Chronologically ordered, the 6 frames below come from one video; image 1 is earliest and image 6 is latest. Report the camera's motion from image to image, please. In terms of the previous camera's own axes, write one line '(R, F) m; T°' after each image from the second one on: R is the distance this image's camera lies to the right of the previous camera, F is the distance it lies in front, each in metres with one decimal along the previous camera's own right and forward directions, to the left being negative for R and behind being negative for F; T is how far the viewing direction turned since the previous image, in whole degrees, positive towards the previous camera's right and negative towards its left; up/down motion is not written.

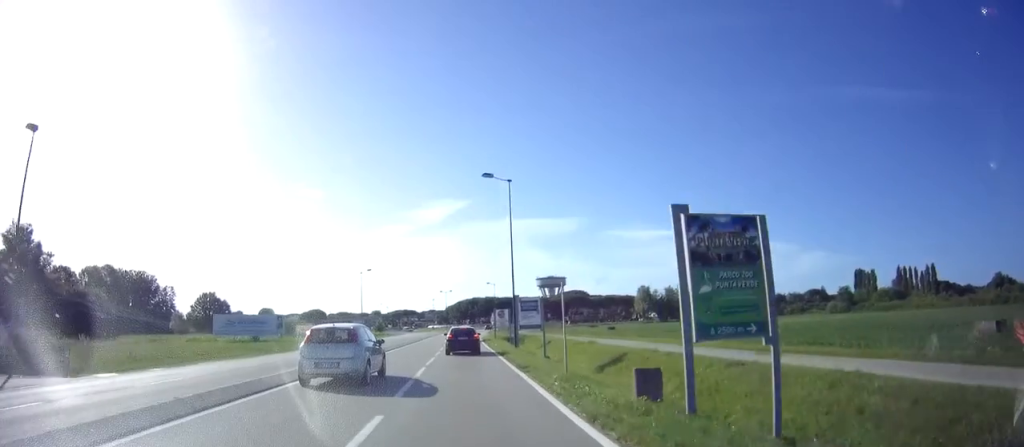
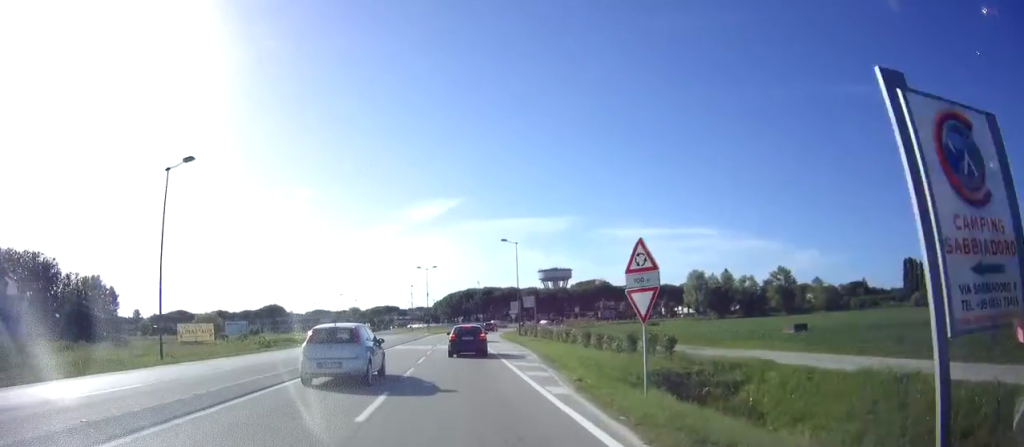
(+0.2, +54.4) m; +1°
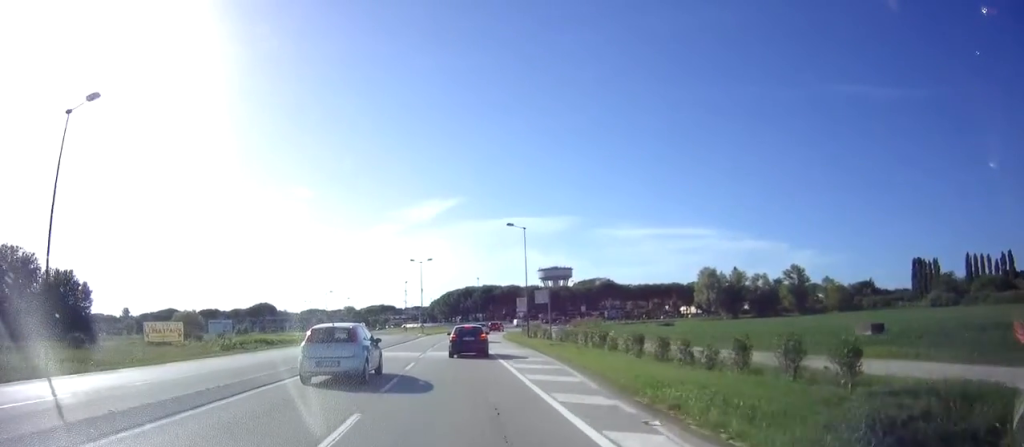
(0.0, +8.6) m; 0°
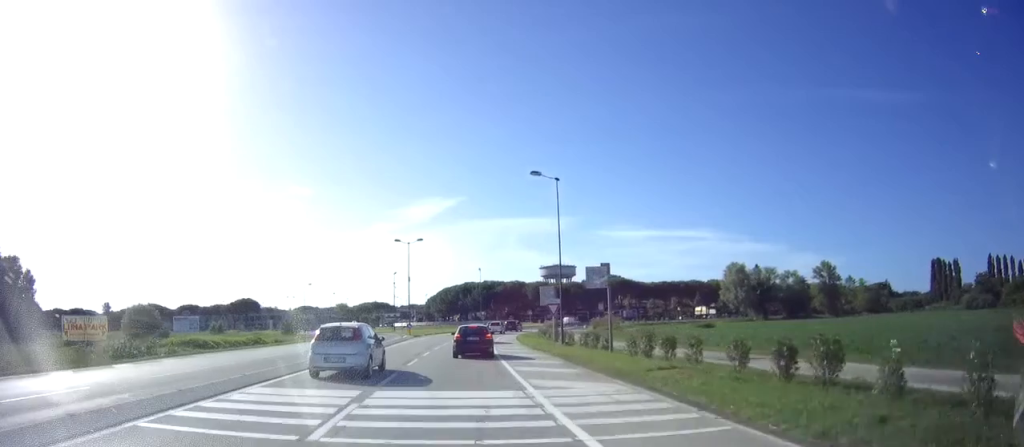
(-0.2, +16.5) m; 0°
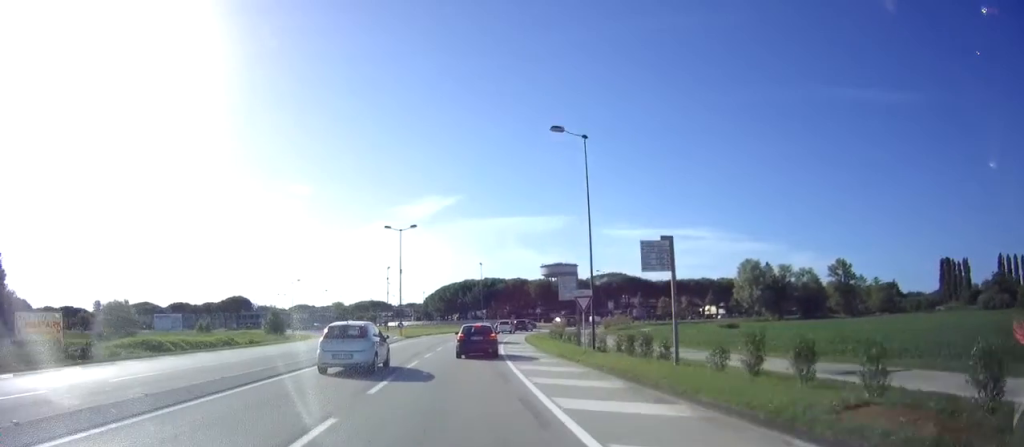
(0.0, +7.4) m; 0°
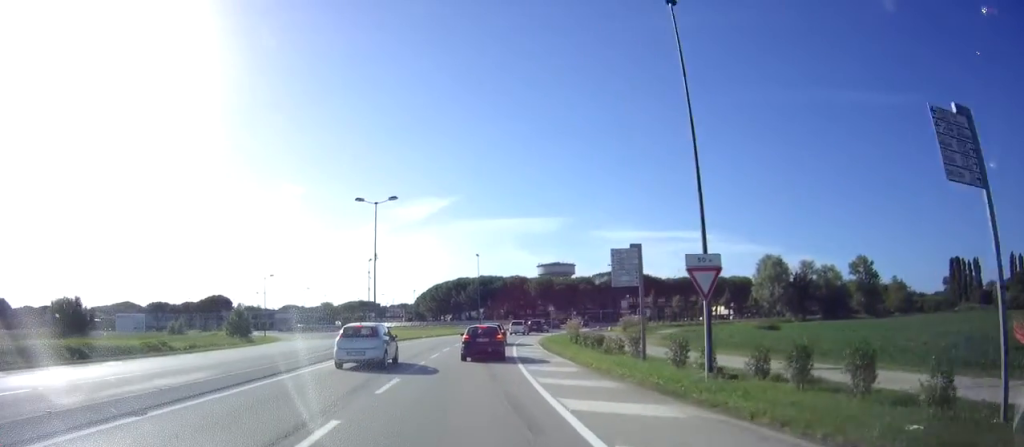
(+0.2, +12.3) m; +1°
